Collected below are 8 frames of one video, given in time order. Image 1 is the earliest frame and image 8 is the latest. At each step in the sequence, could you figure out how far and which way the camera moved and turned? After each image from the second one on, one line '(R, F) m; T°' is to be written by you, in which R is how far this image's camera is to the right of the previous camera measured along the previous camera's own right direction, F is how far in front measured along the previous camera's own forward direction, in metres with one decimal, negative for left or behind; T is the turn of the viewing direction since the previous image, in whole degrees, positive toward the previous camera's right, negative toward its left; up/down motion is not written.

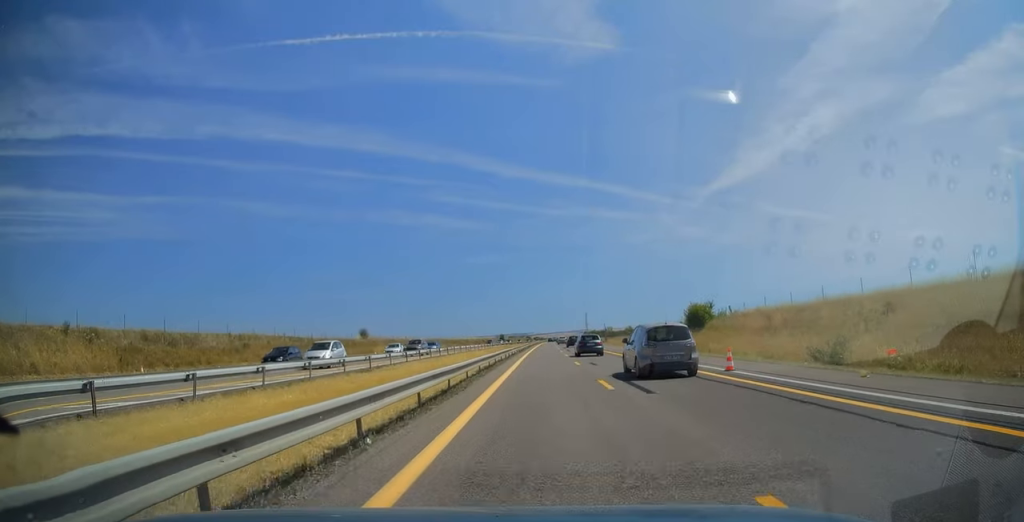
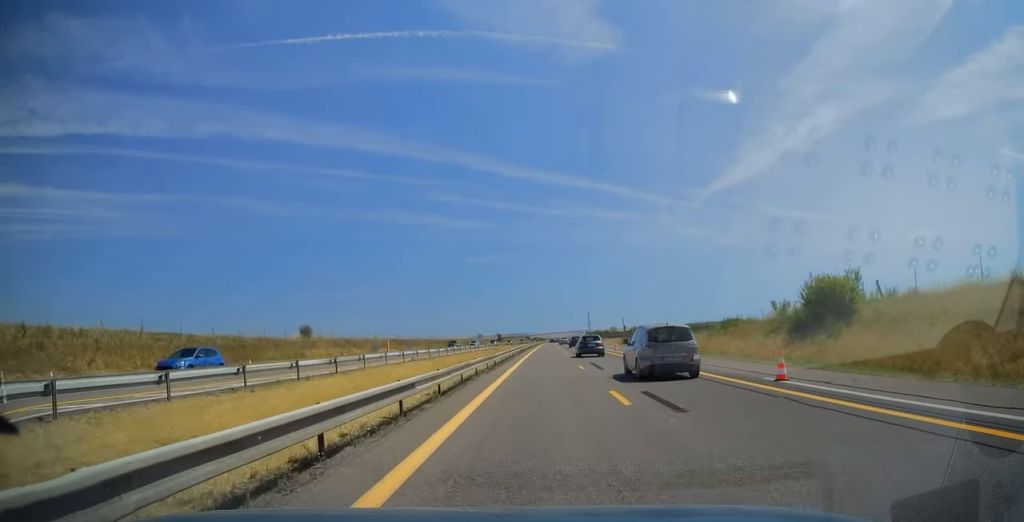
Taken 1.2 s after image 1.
(-0.3, +29.2) m; 0°
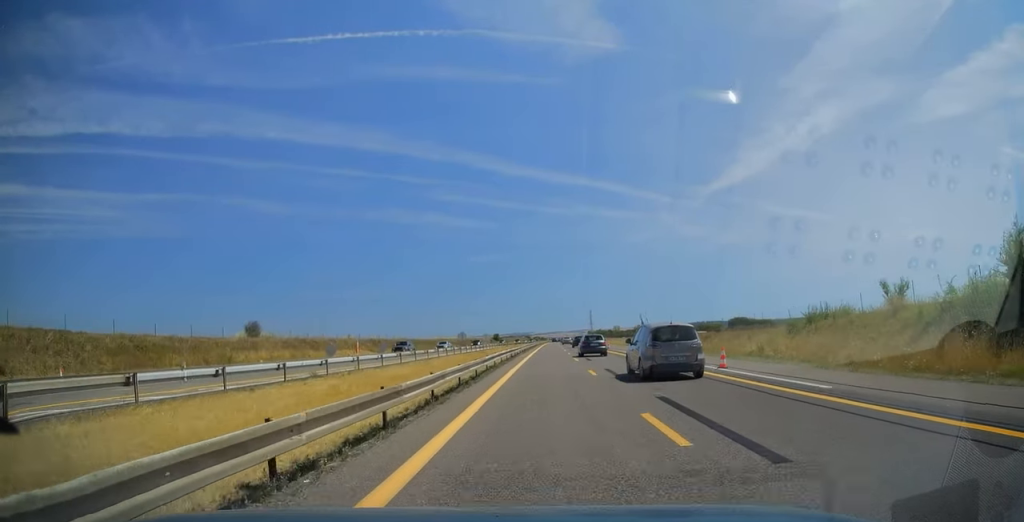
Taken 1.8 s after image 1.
(+0.3, +17.3) m; +1°
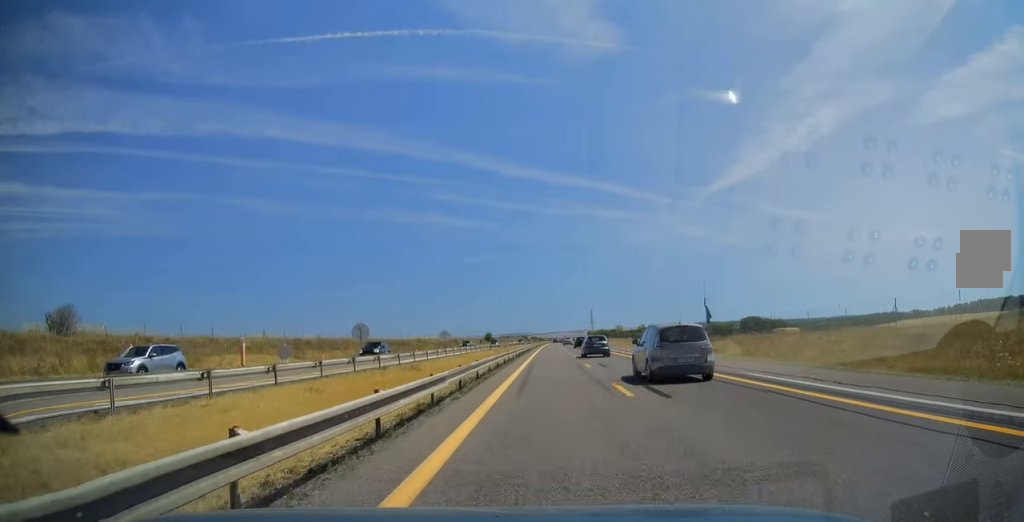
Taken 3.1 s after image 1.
(0.0, +33.0) m; 0°
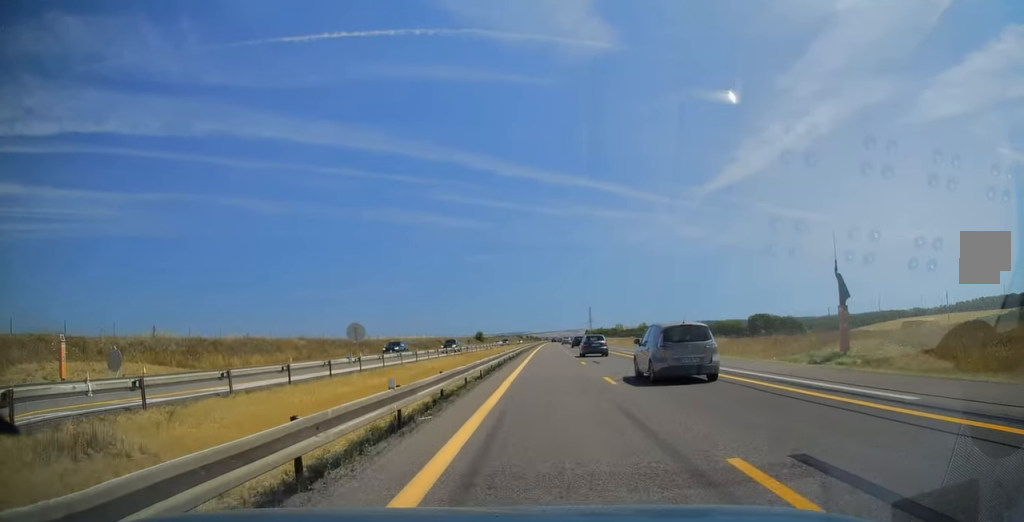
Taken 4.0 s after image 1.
(0.0, +22.8) m; 0°
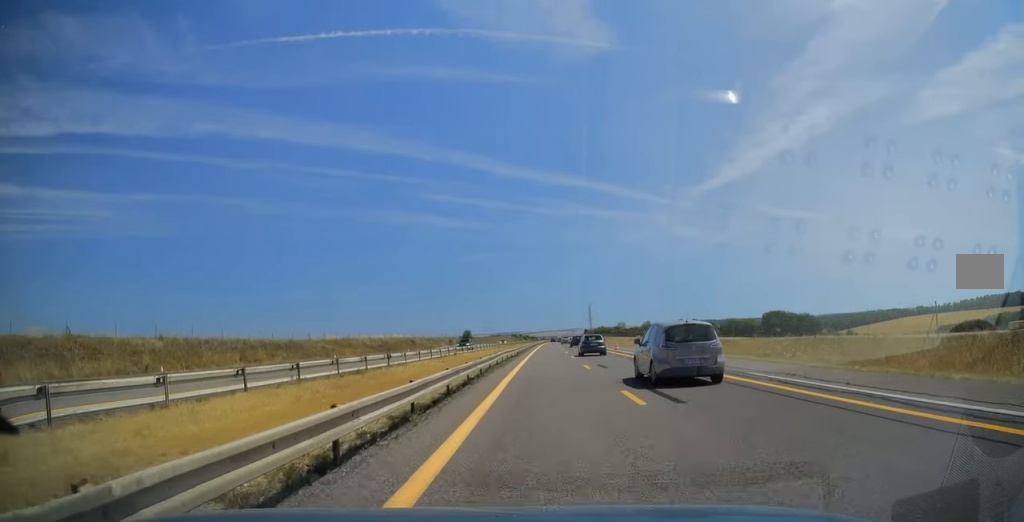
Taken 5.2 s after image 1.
(0.0, +30.9) m; 0°
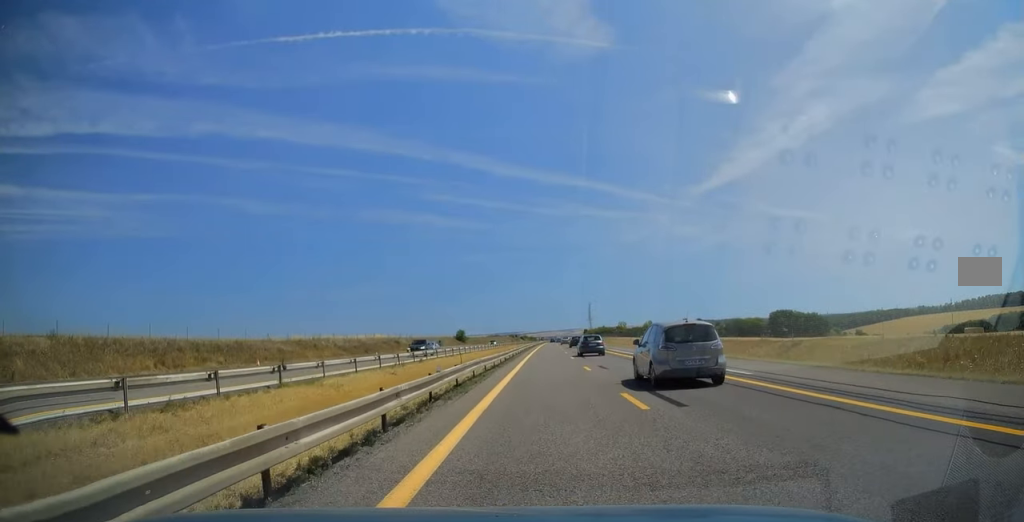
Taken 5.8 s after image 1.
(0.0, +13.5) m; 0°
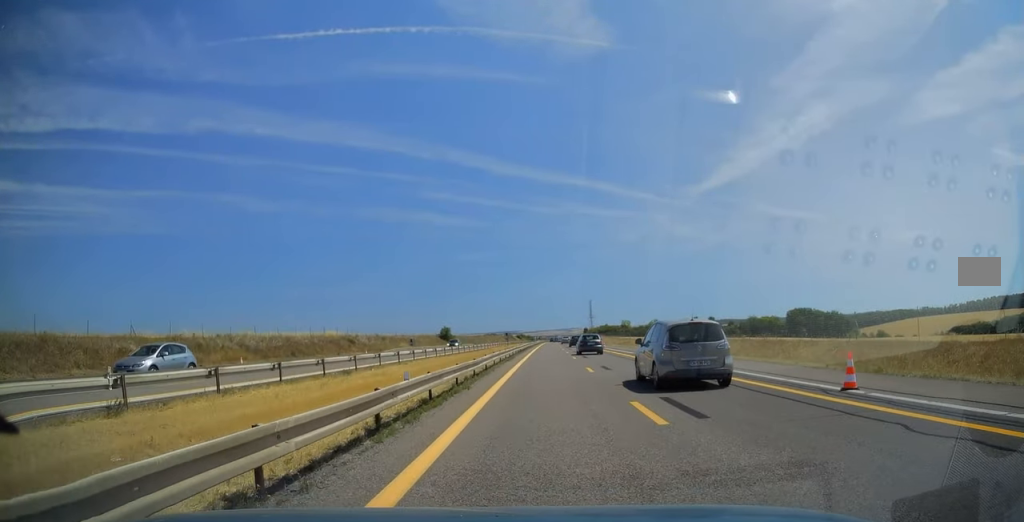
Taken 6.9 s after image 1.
(0.0, +27.9) m; 0°
